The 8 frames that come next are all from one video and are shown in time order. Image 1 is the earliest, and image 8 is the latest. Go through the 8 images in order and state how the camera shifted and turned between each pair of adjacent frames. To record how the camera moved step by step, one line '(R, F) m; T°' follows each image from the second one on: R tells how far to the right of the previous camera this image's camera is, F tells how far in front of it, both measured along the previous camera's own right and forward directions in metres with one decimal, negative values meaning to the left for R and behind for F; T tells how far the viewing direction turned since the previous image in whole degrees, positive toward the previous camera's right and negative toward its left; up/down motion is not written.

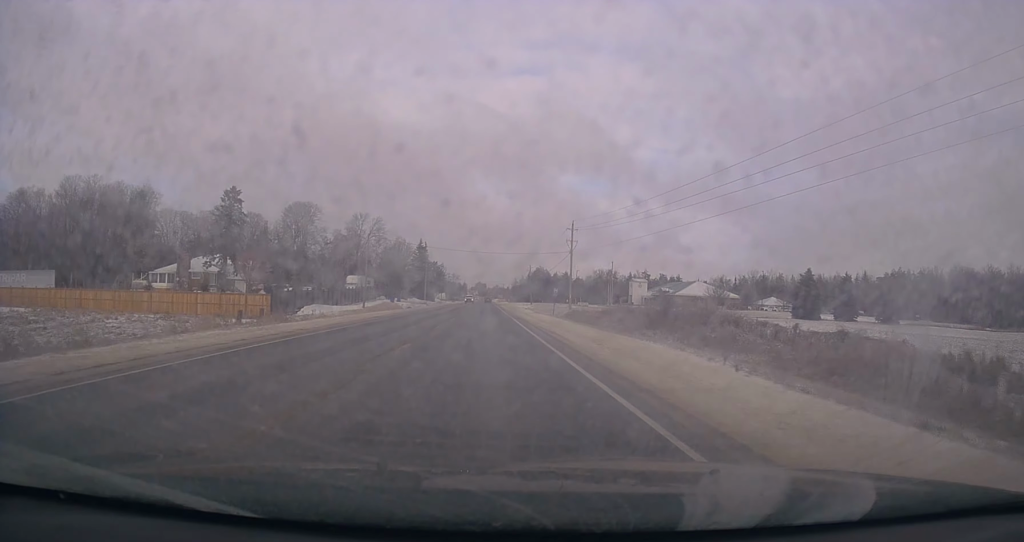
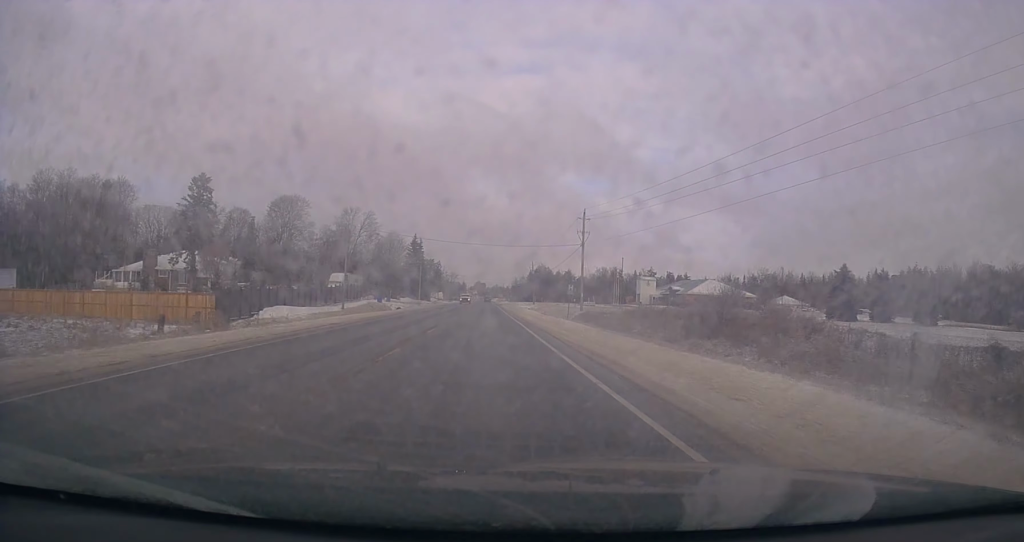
(0.0, +10.9) m; 0°
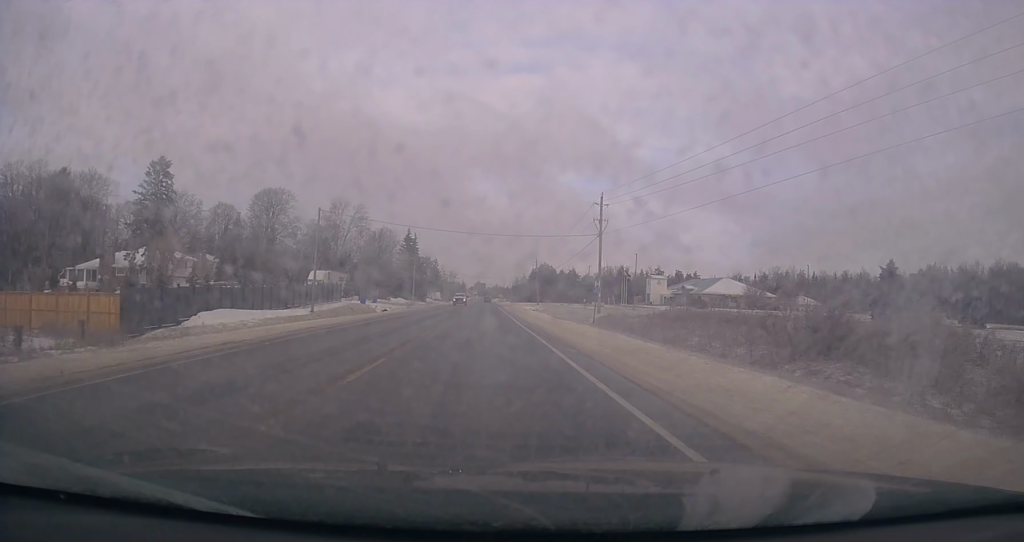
(0.0, +10.9) m; 0°
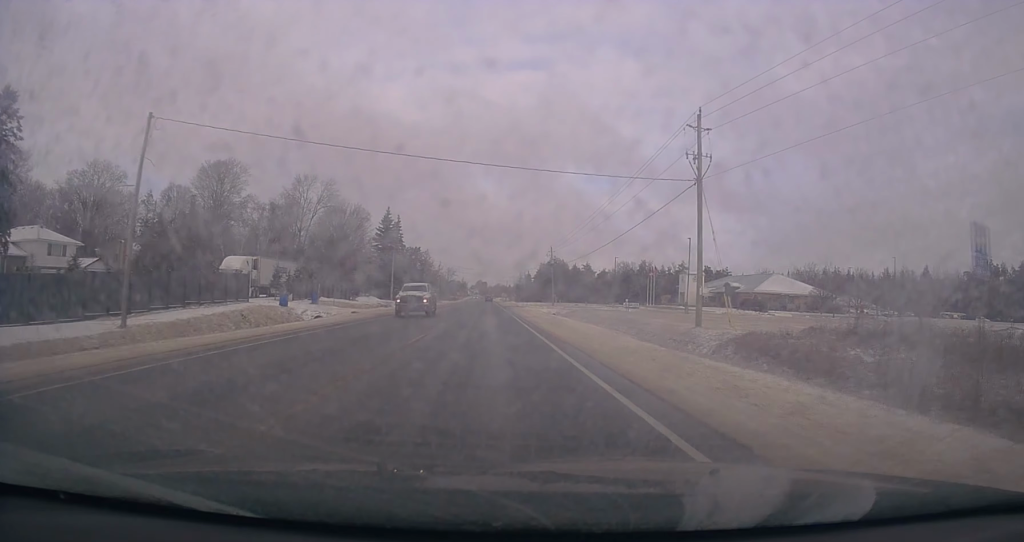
(+0.1, +30.1) m; 0°
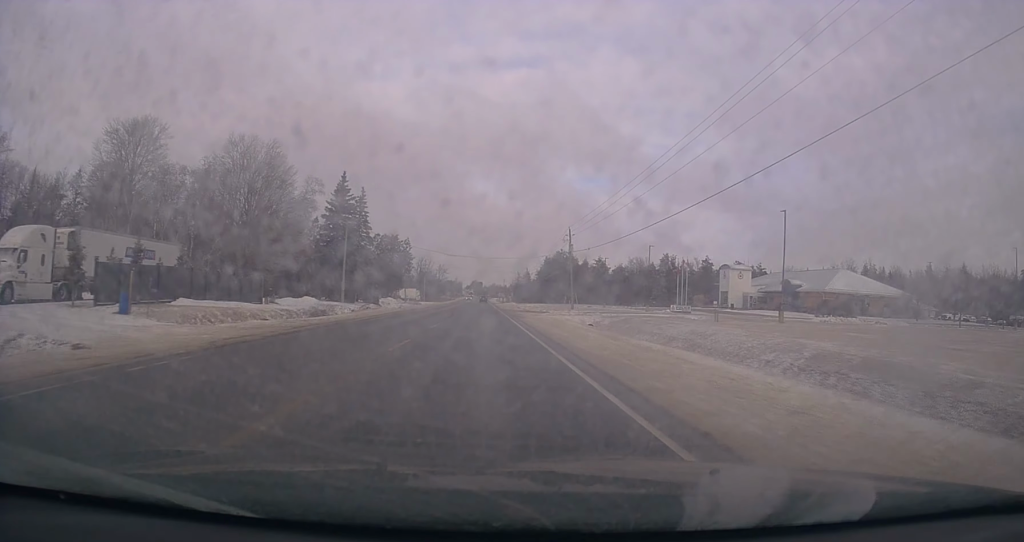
(-0.3, +29.6) m; 0°
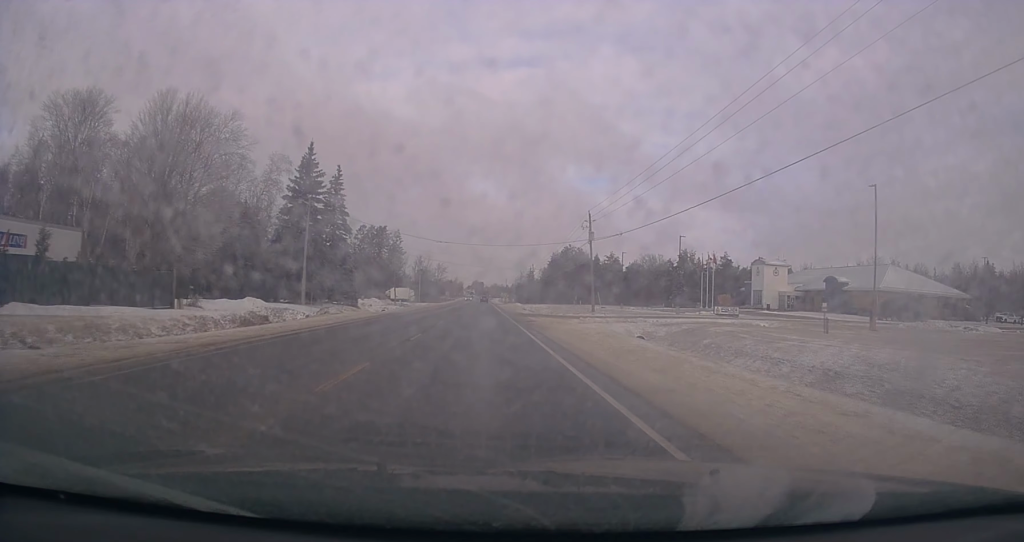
(-0.1, +14.7) m; 0°
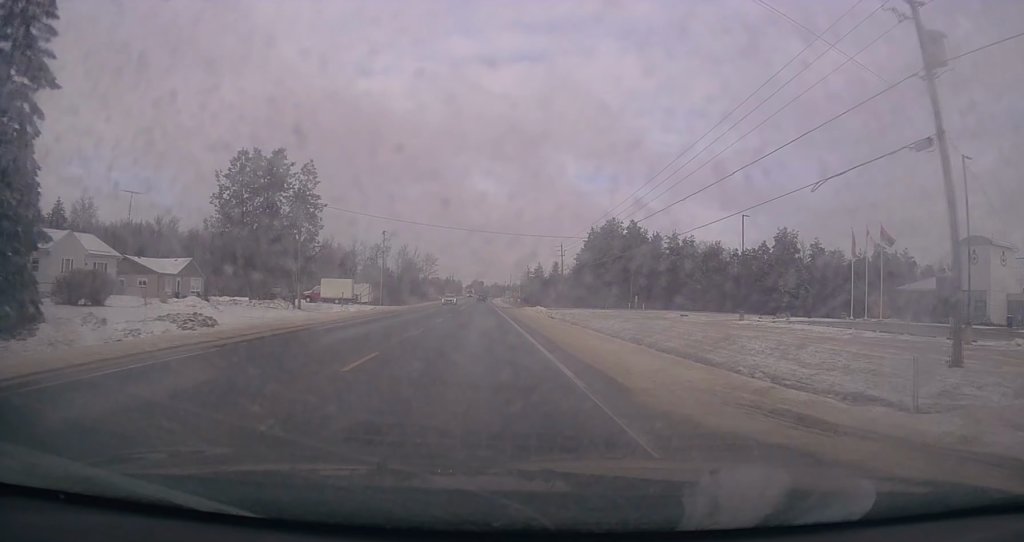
(+0.3, +52.8) m; -1°
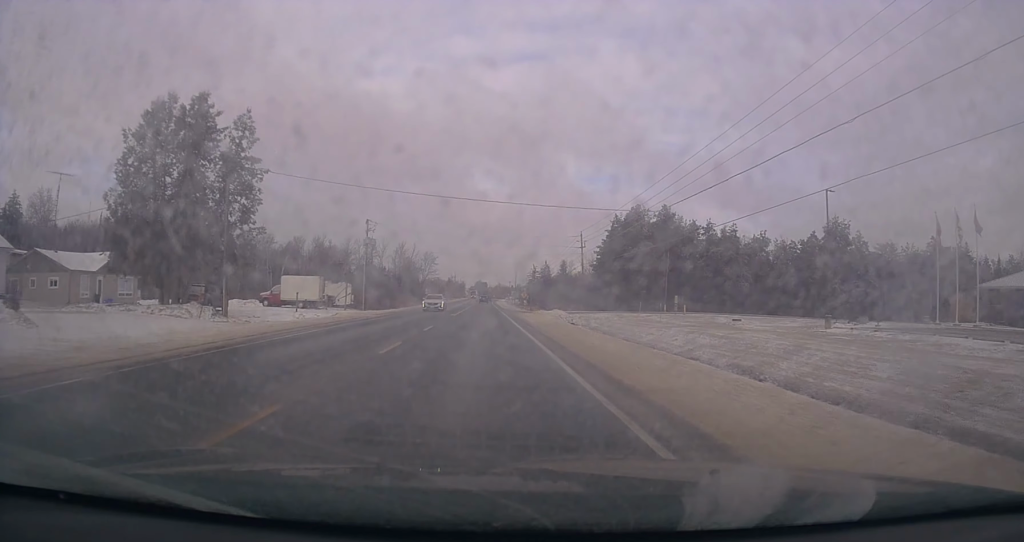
(-0.1, +15.5) m; 0°
